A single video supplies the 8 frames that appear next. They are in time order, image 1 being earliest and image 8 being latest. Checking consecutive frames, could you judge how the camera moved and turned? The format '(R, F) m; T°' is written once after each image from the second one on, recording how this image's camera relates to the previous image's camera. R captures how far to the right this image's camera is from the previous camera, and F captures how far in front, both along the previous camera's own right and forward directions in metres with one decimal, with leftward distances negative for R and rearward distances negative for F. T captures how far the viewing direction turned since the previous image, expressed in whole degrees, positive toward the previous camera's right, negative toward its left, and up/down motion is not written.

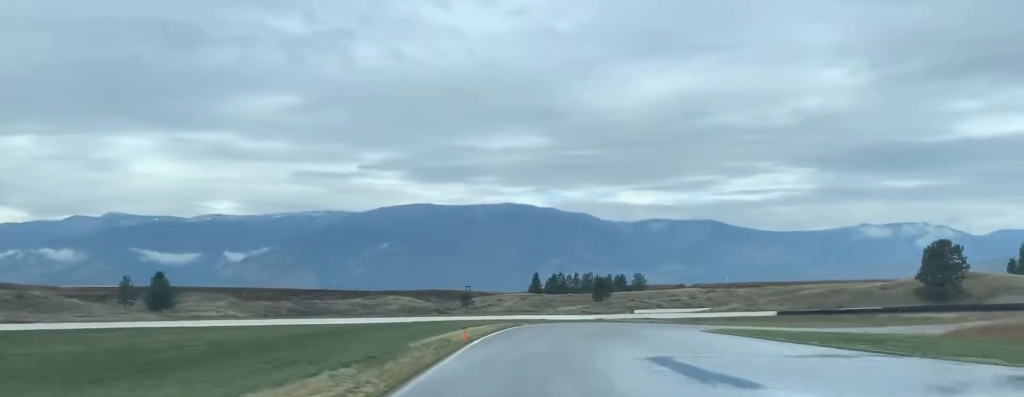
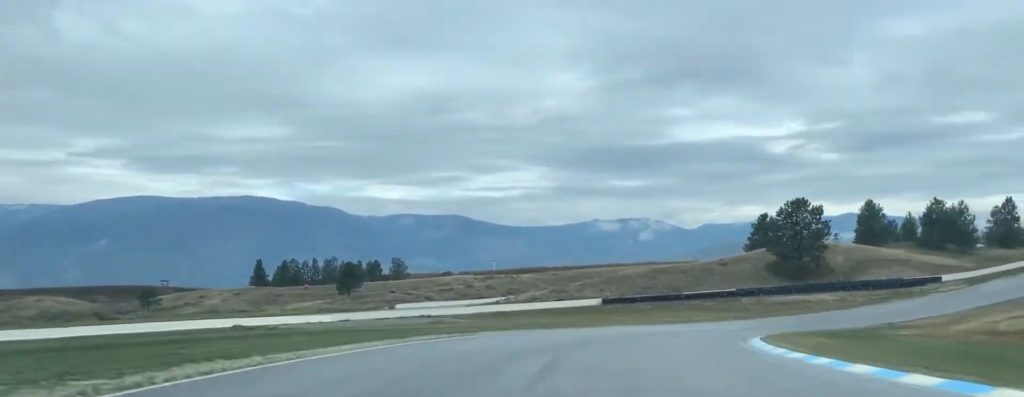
(+6.9, +67.8) m; +19°
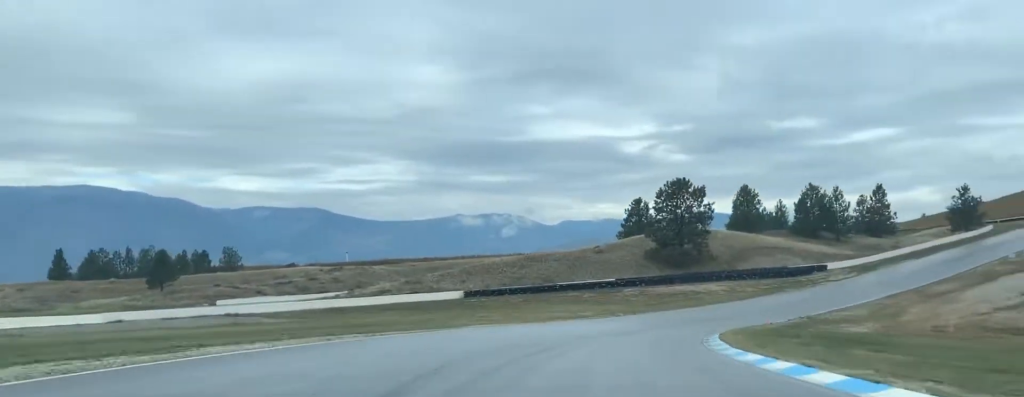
(+2.6, +21.2) m; +11°
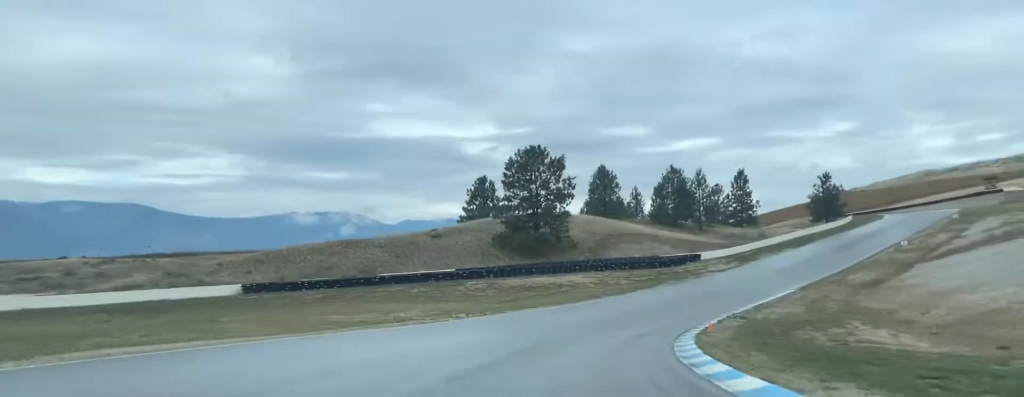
(+3.4, +26.9) m; +13°
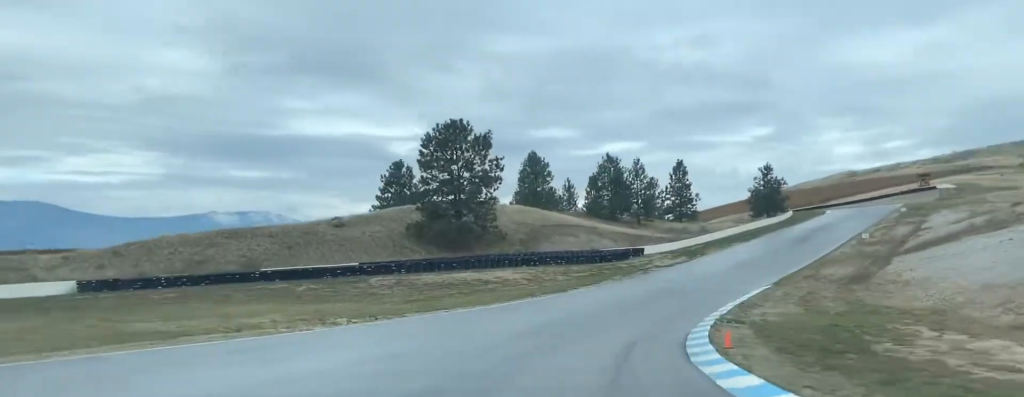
(+0.9, +14.0) m; +5°
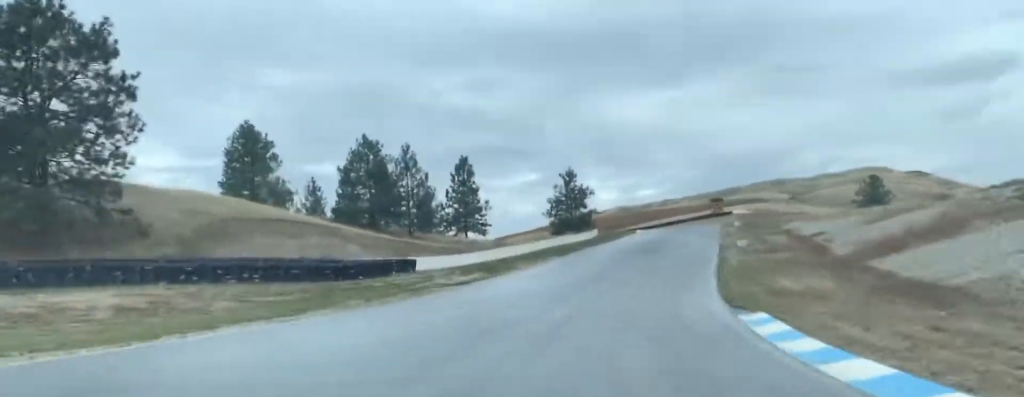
(+3.5, +38.1) m; +10°
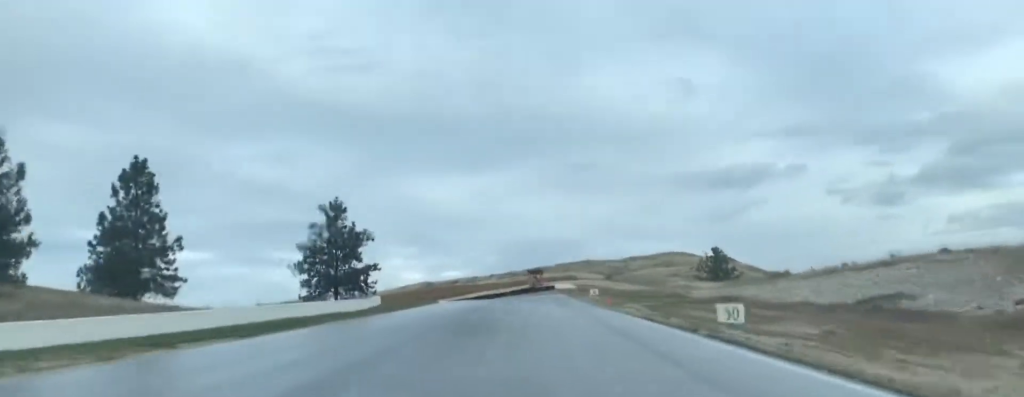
(+3.8, +41.2) m; +13°
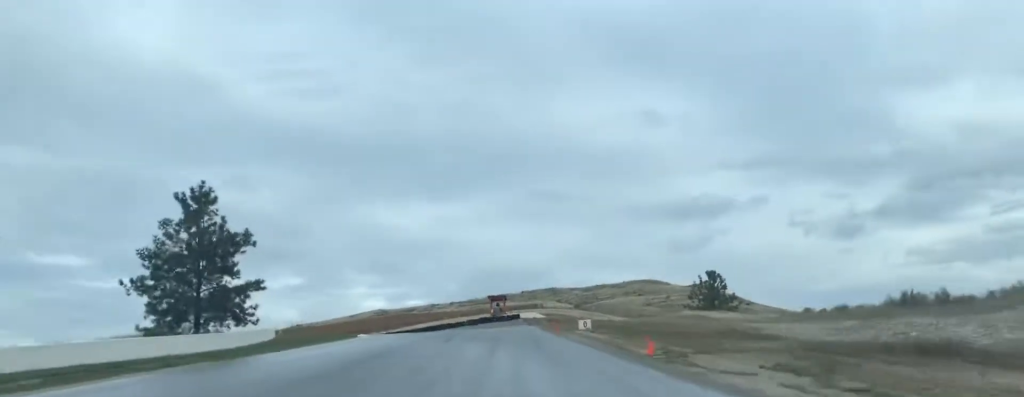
(+2.1, +21.9) m; +8°
